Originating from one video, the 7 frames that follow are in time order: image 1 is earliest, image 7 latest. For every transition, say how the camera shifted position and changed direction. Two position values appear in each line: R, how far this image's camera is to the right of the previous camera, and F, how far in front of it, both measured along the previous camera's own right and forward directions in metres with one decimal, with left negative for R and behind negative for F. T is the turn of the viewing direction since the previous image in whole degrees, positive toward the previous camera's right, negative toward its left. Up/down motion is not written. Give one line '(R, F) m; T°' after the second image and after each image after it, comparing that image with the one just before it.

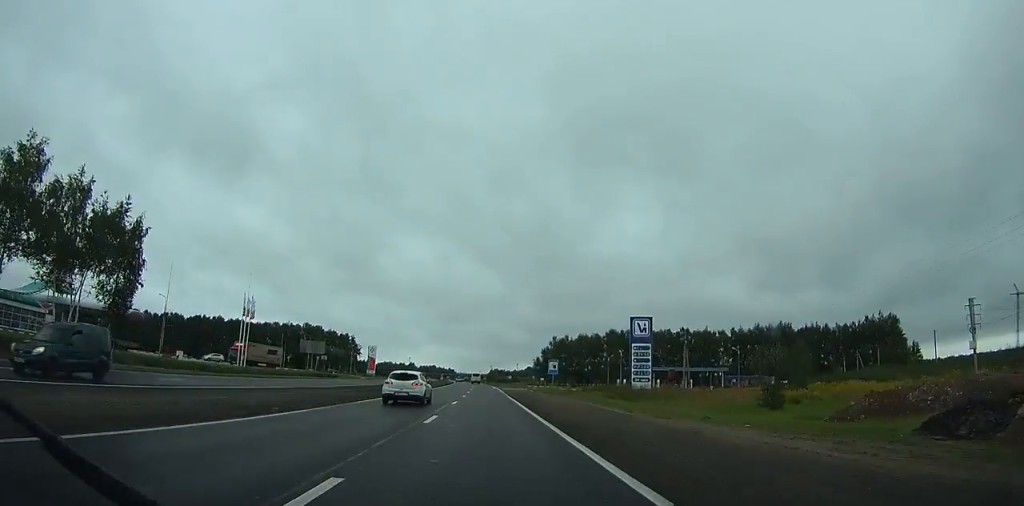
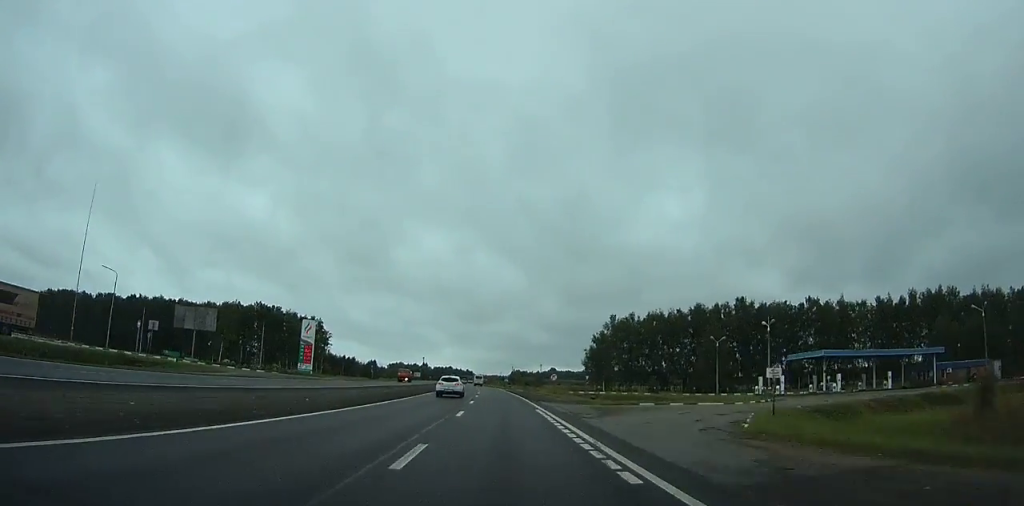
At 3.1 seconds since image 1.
(-0.4, +67.2) m; -1°
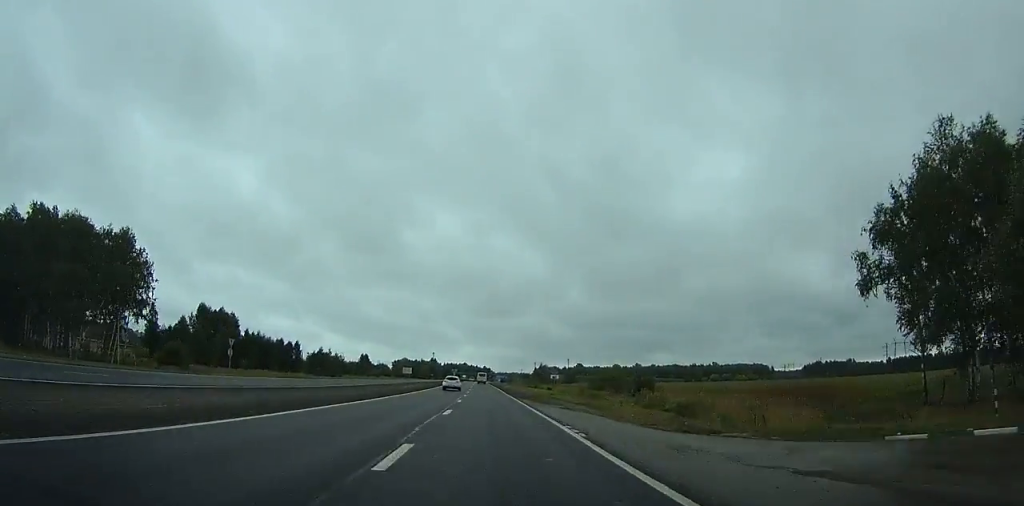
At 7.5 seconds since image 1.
(-2.3, +95.7) m; -2°
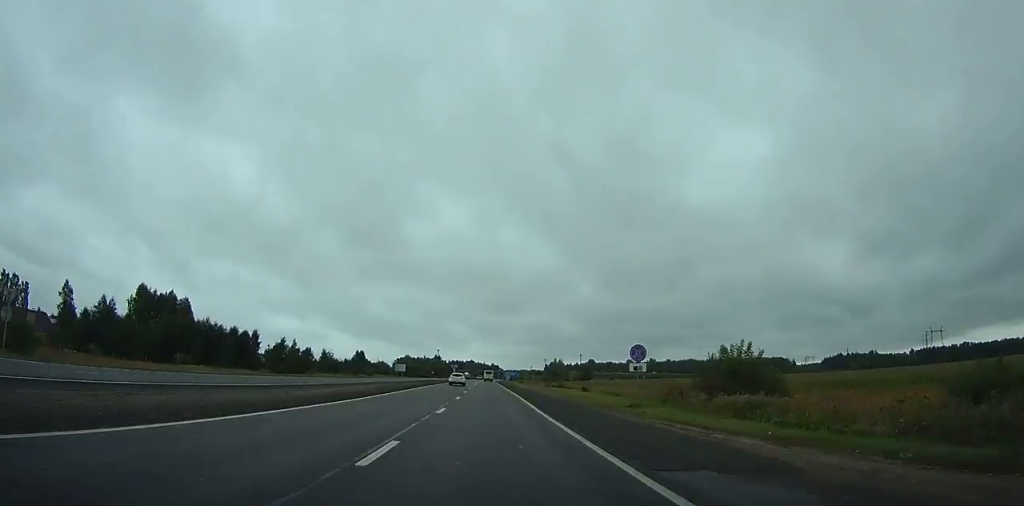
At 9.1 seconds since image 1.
(-0.2, +35.7) m; -1°
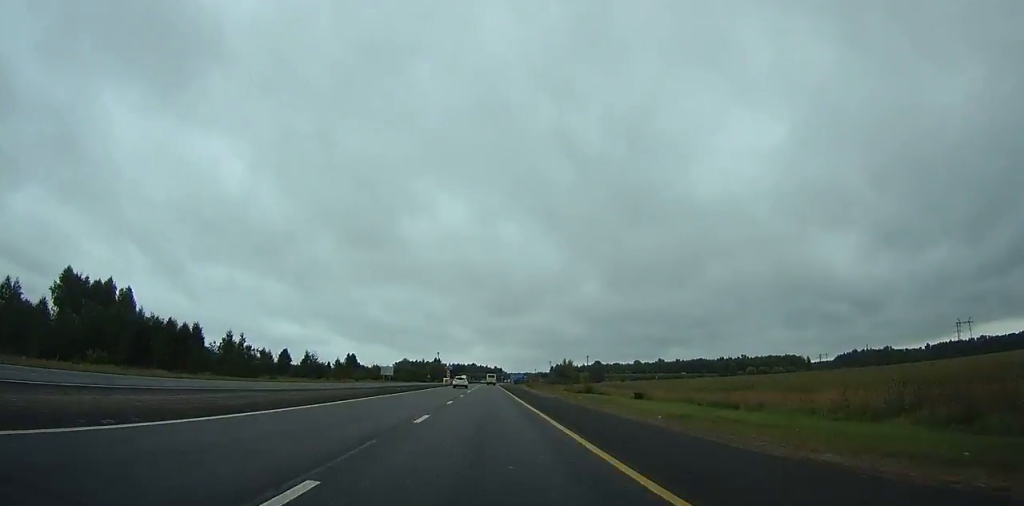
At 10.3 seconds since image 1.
(-0.4, +28.4) m; -1°
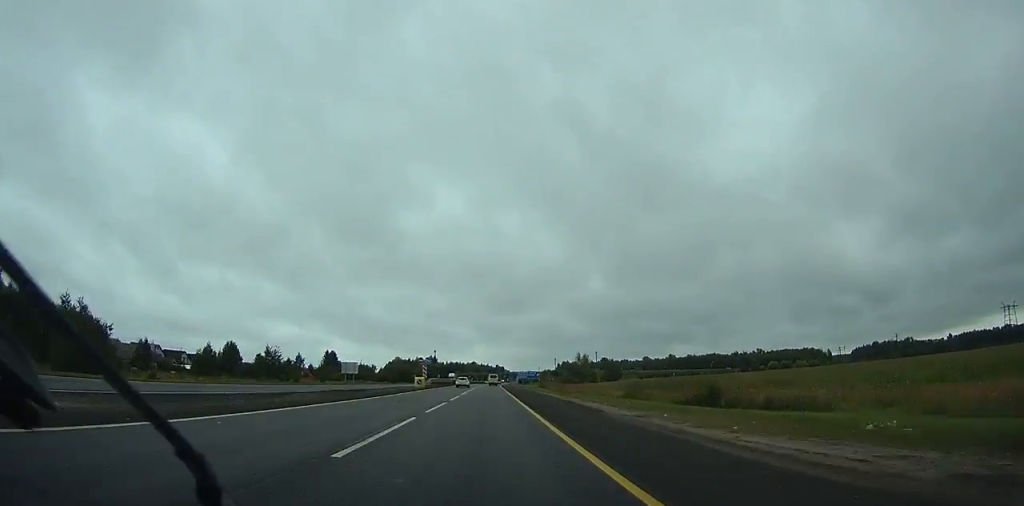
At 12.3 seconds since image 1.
(-0.2, +43.4) m; 0°
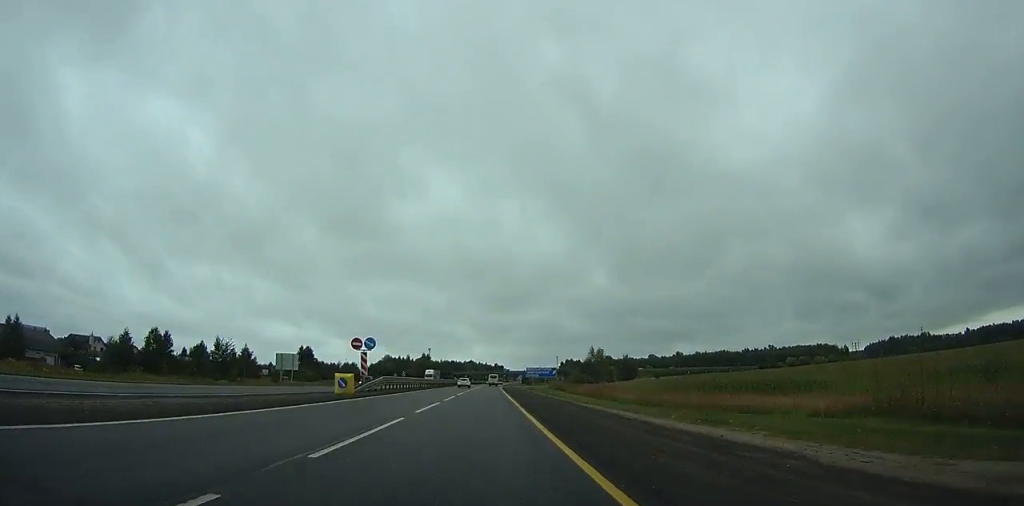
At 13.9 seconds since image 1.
(-0.1, +36.0) m; 0°
